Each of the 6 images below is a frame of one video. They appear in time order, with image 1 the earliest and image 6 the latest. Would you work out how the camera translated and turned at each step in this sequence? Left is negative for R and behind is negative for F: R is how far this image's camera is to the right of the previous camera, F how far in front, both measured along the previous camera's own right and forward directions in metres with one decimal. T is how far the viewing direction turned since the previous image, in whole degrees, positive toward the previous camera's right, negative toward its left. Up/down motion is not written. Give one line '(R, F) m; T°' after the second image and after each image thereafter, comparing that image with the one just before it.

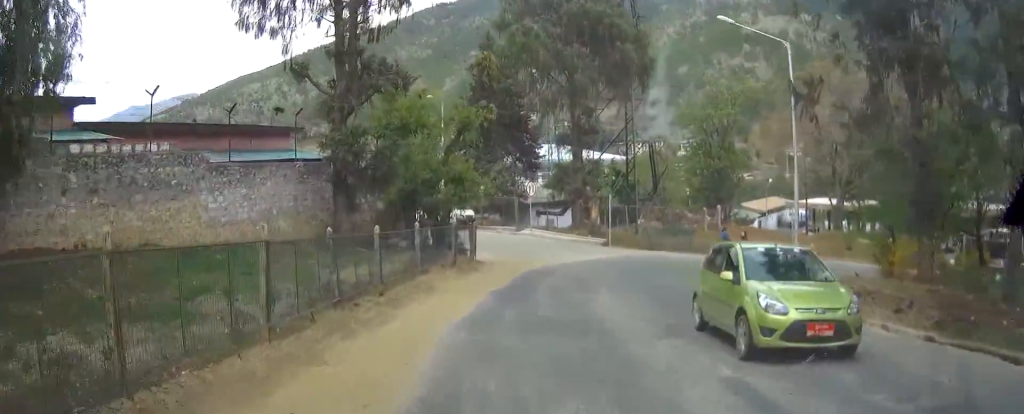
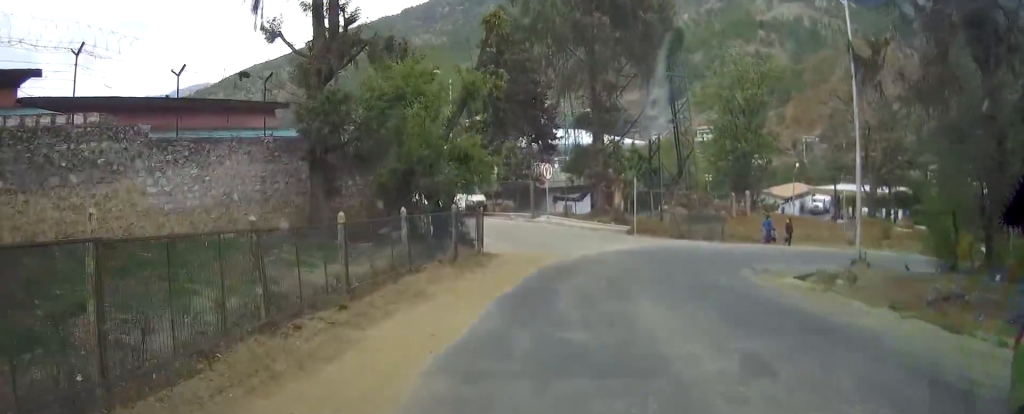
(0.0, +3.6) m; 0°
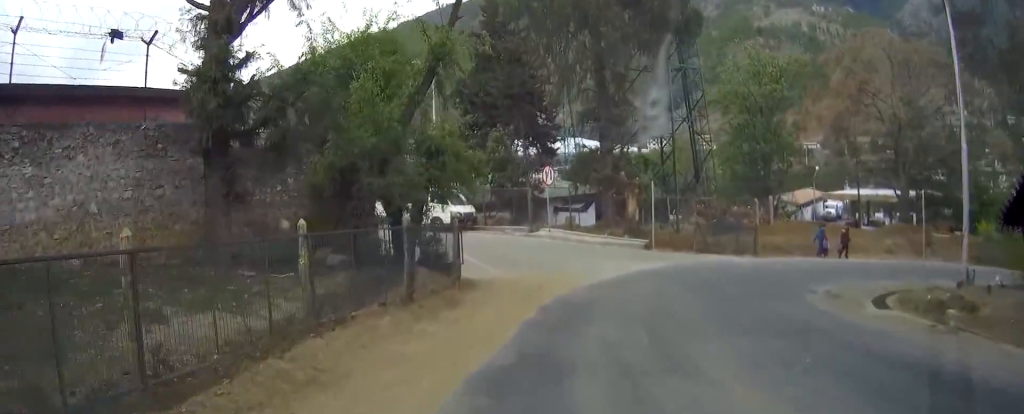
(0.0, +5.7) m; -1°
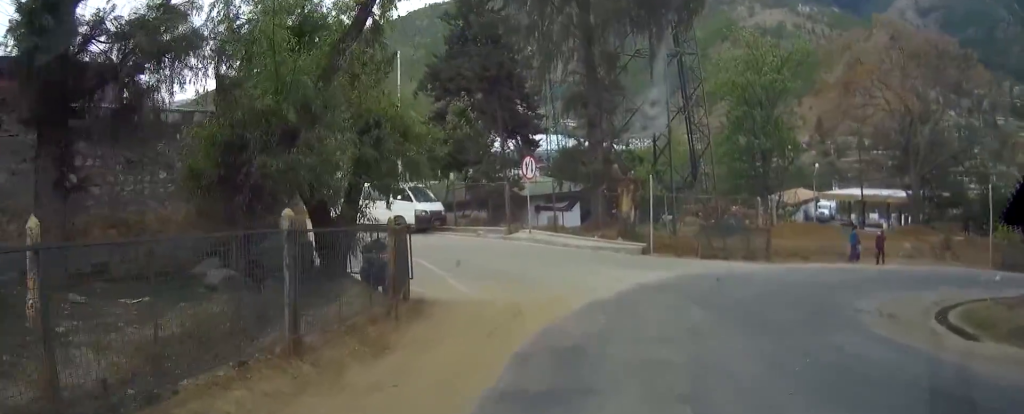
(-0.1, +4.4) m; 0°
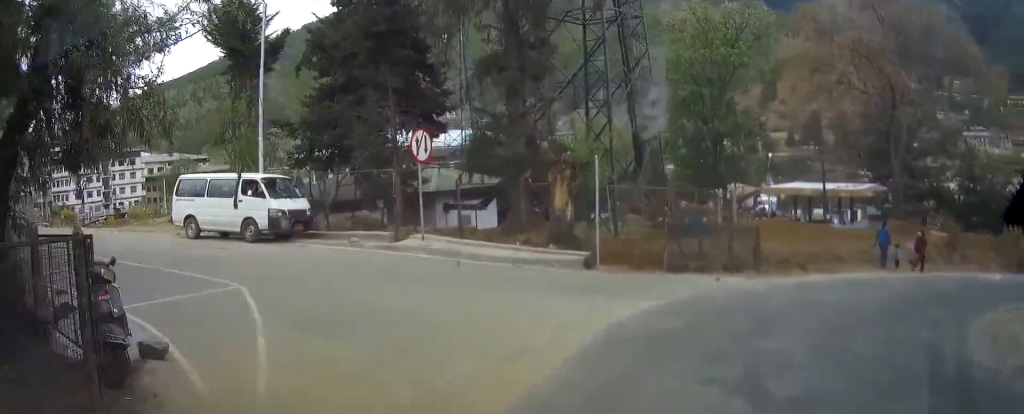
(+0.1, +7.8) m; +2°
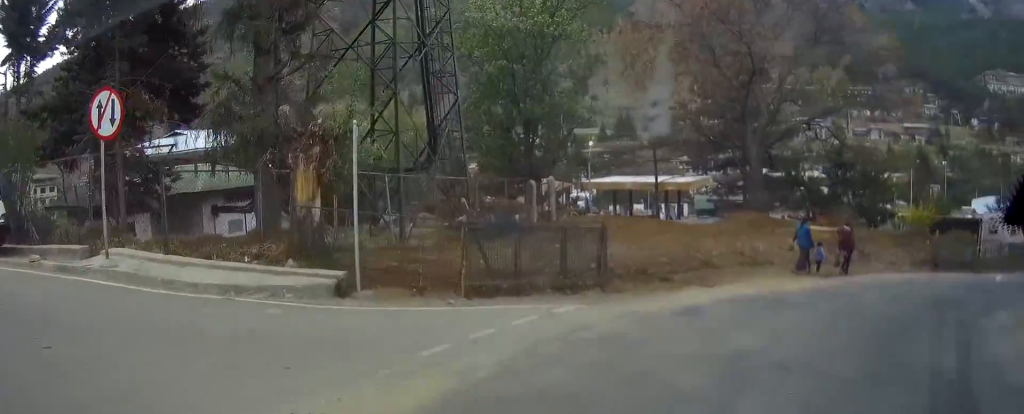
(+0.9, +6.0) m; +32°
